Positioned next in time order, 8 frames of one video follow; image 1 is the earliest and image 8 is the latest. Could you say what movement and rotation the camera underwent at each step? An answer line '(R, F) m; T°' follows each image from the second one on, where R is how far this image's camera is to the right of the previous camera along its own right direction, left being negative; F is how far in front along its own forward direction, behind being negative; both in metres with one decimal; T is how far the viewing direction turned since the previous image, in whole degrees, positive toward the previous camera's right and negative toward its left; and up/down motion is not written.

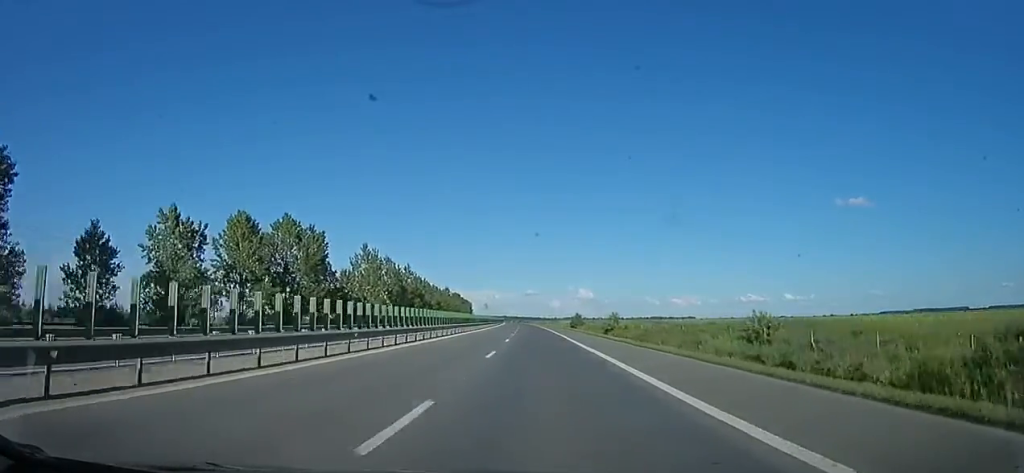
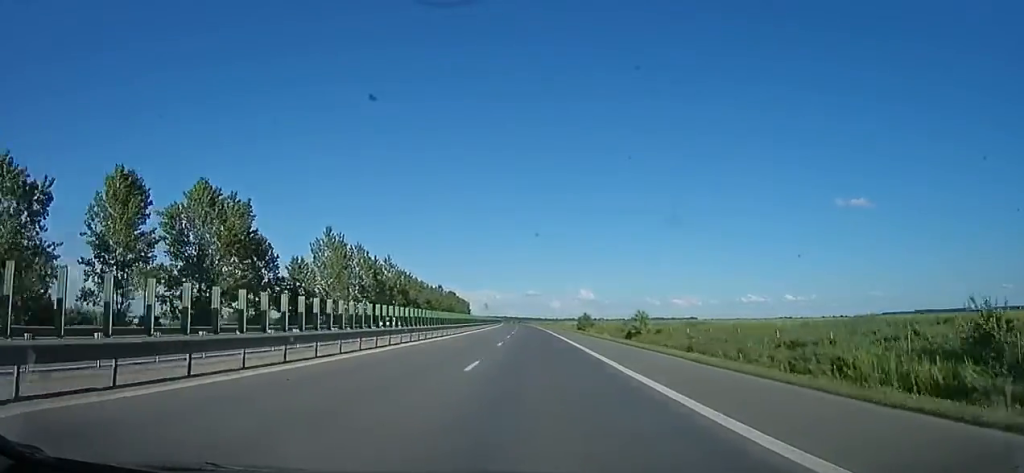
(+0.1, +16.5) m; 0°
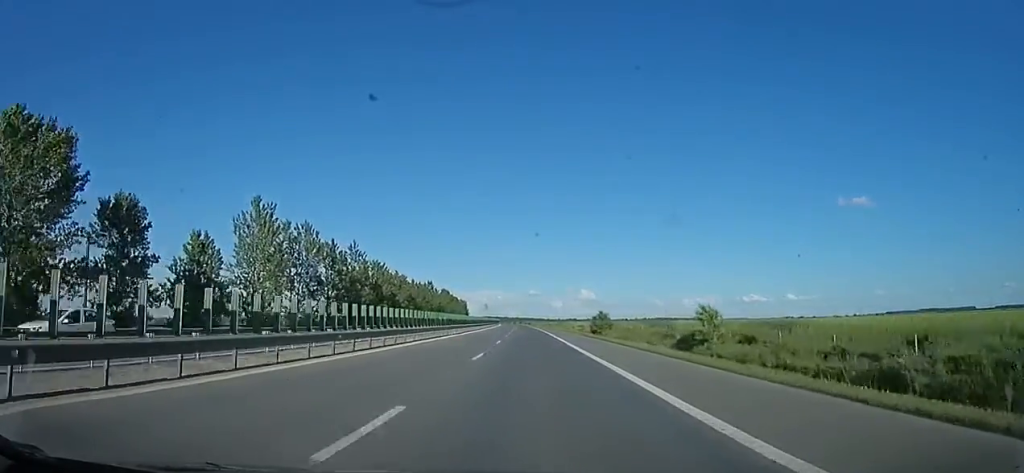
(+0.8, +20.1) m; 0°
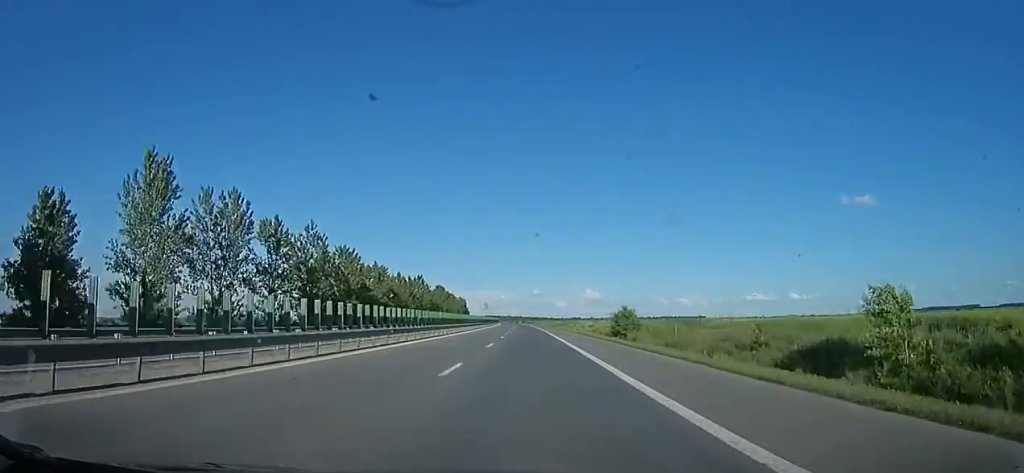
(-0.2, +17.0) m; -1°
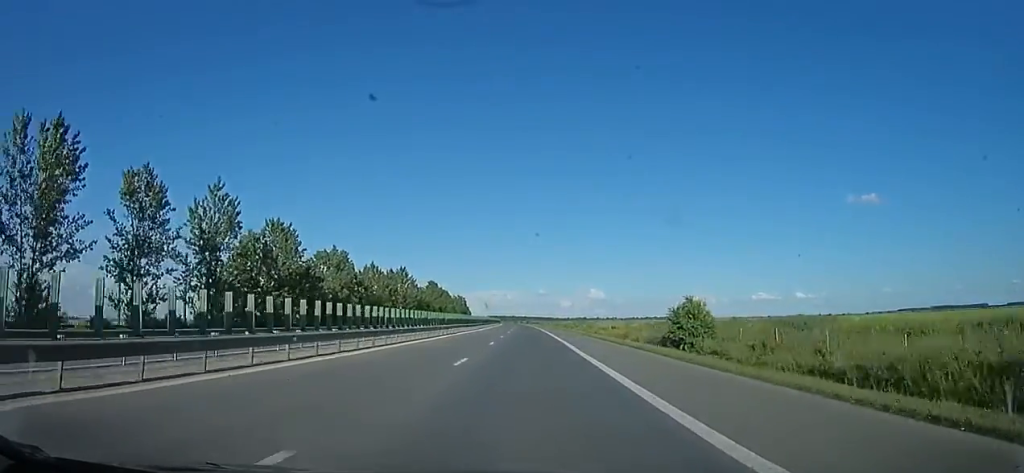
(-0.5, +21.7) m; -1°
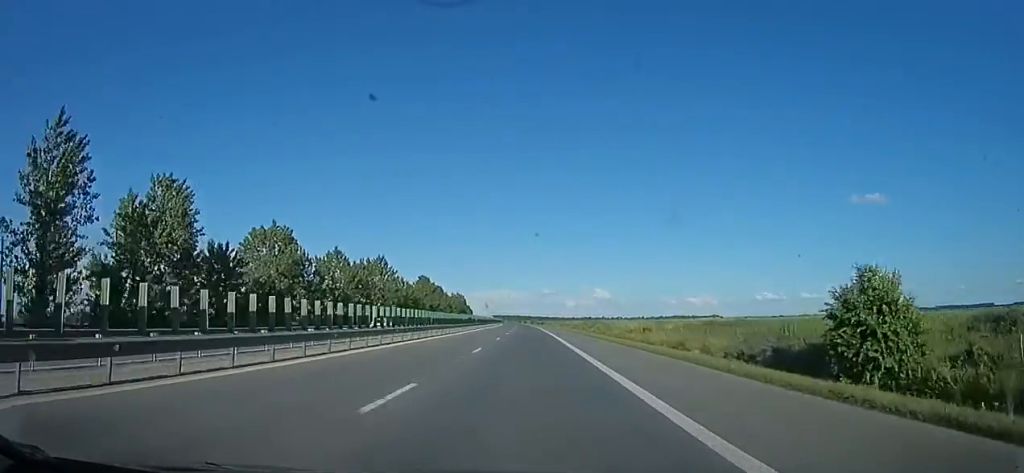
(-0.1, +18.8) m; 0°
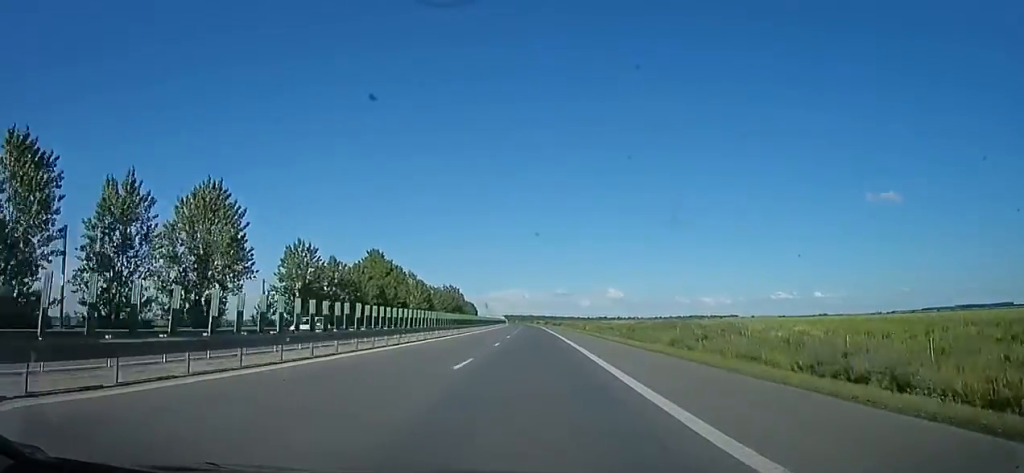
(-0.2, +54.2) m; 0°
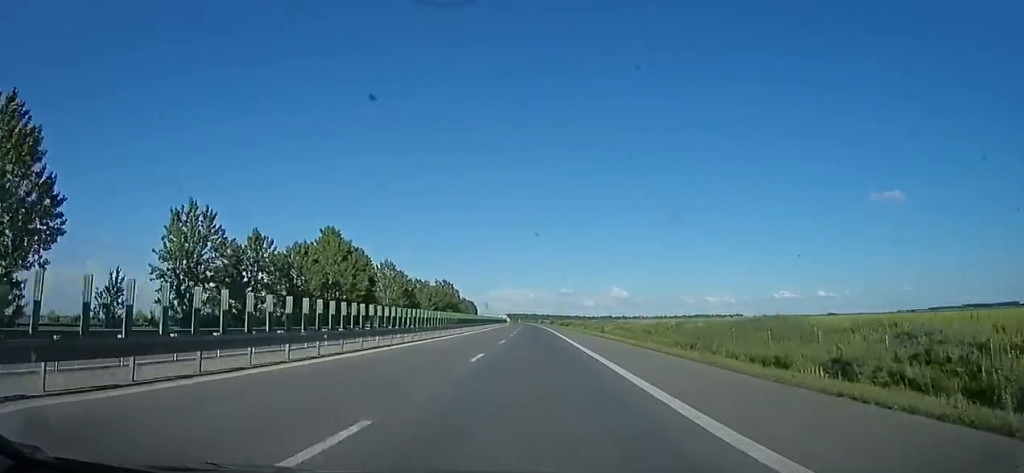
(0.0, +21.7) m; -1°
